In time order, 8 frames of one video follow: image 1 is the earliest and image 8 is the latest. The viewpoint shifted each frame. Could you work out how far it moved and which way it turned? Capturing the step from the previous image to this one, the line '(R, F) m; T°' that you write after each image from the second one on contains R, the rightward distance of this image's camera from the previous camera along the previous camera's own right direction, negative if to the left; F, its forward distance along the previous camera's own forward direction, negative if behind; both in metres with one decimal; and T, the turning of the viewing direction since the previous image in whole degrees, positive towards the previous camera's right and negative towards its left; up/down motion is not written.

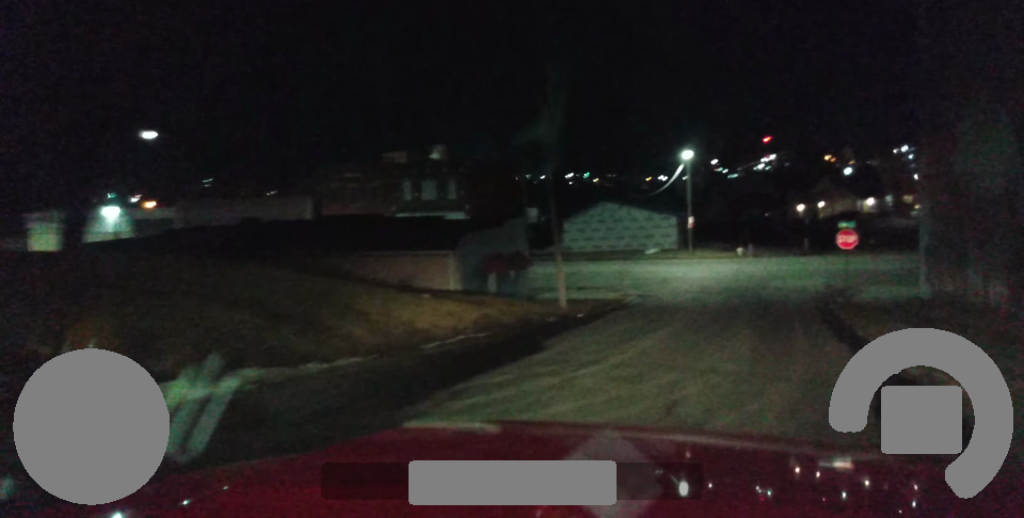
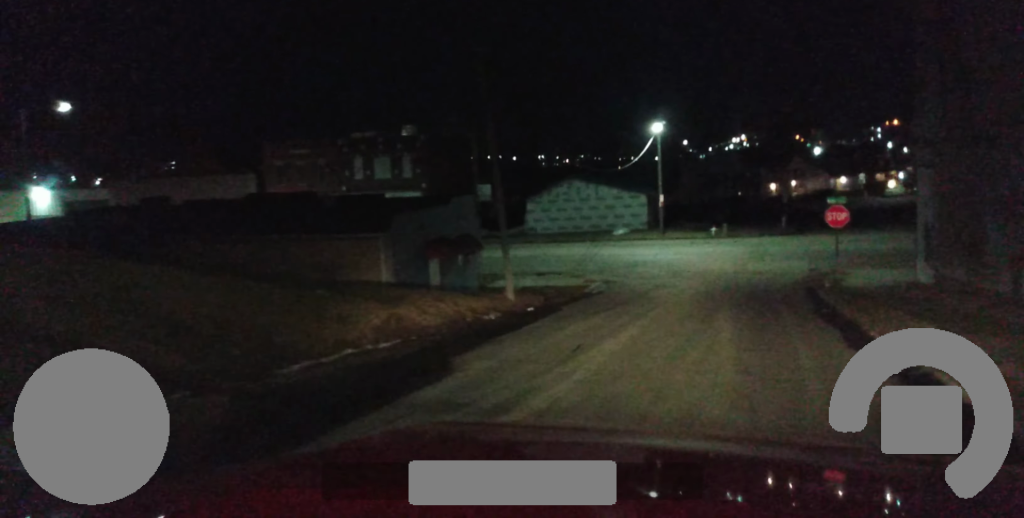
(+0.2, +4.4) m; +1°
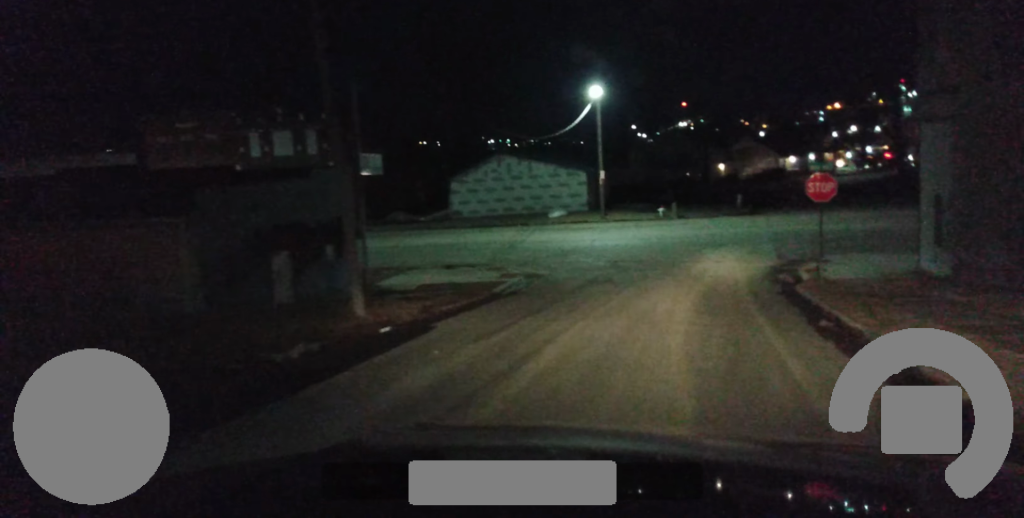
(0.0, +7.9) m; -2°
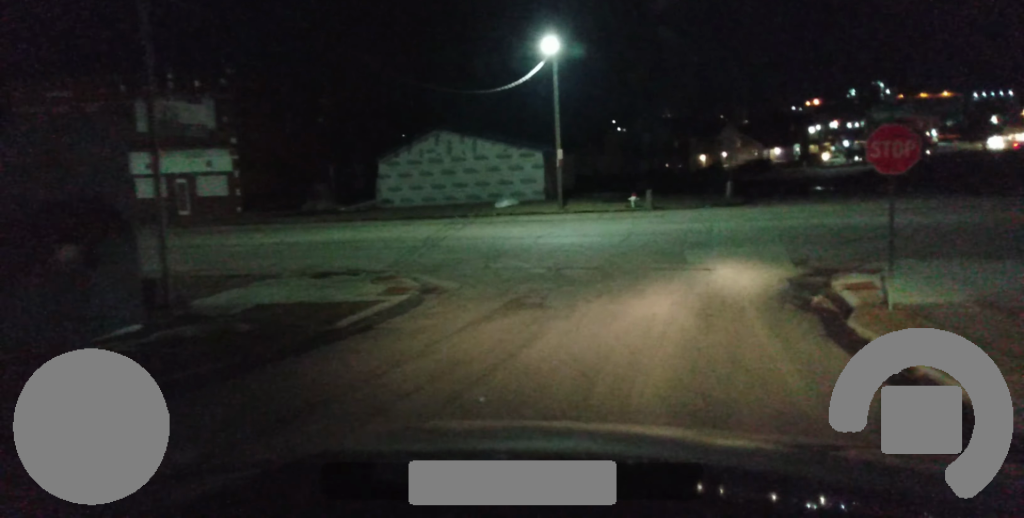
(+0.2, +9.6) m; +7°
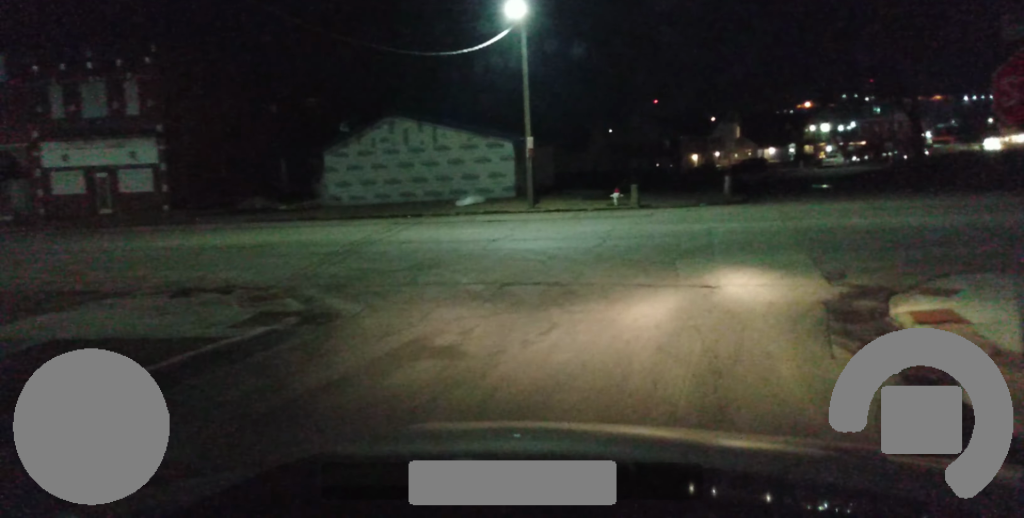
(+0.4, +5.8) m; +5°
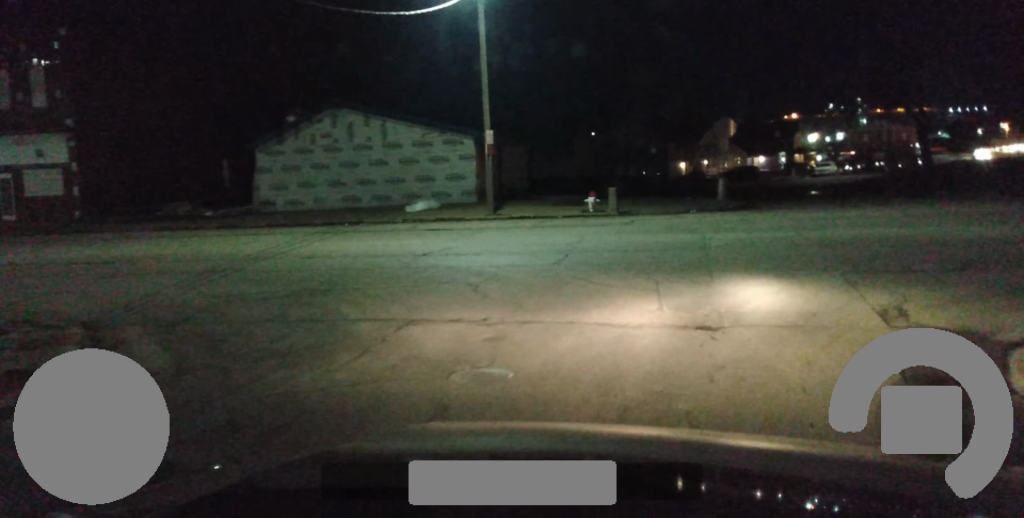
(+0.1, +5.2) m; +8°
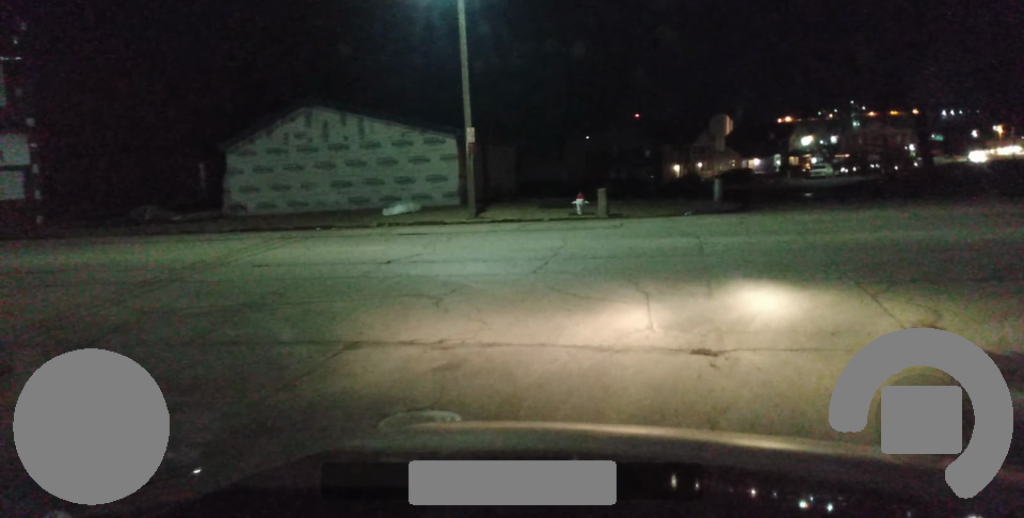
(+0.1, +2.2) m; +6°
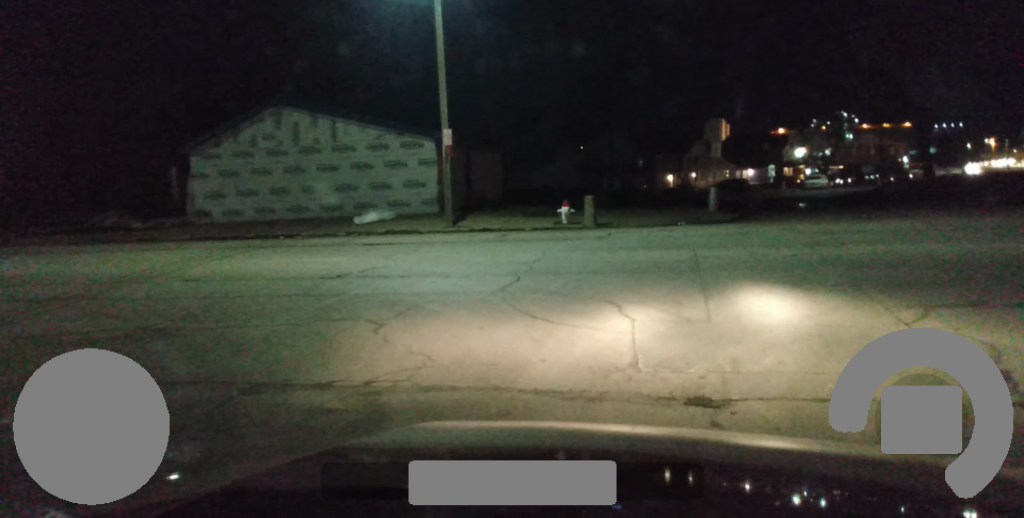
(+0.2, +2.3) m; +1°
